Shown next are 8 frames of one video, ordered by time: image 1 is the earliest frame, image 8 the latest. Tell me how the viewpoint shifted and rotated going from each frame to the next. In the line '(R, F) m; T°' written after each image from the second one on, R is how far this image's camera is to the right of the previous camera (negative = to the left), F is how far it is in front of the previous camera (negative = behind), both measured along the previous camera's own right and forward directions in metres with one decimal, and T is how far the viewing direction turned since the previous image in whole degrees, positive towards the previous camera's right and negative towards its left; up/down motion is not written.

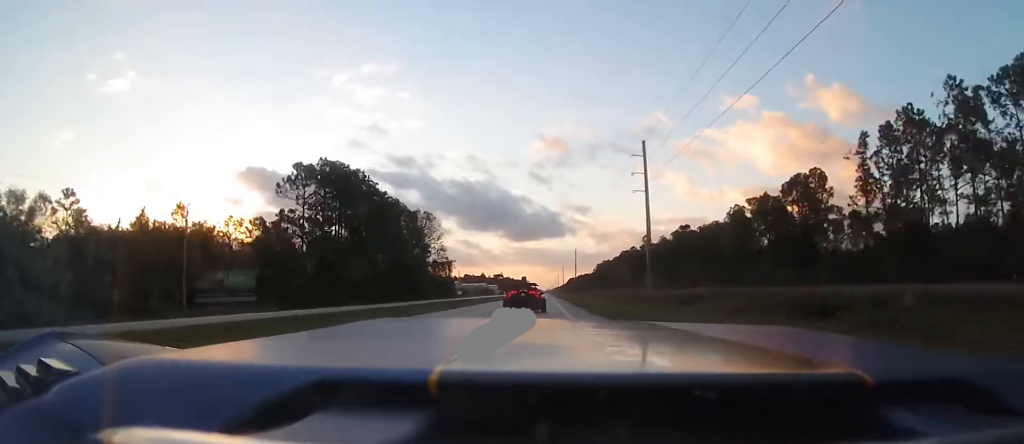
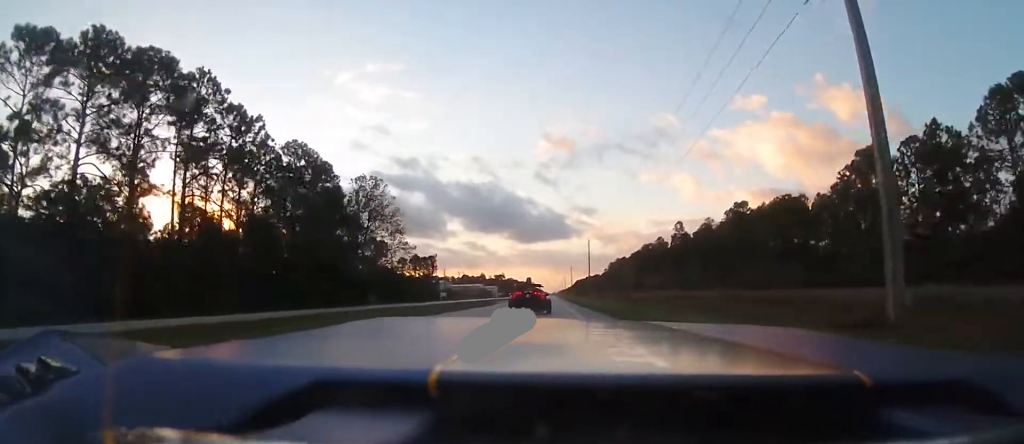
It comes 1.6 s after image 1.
(-0.1, +49.8) m; 0°
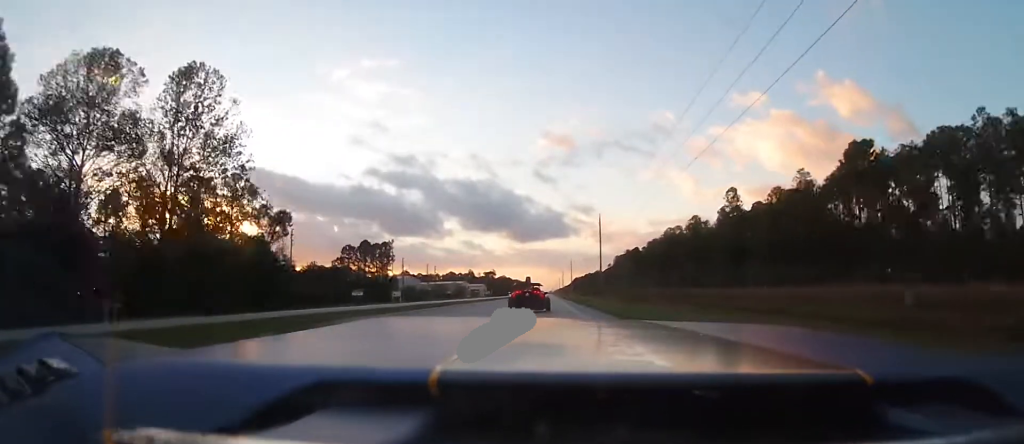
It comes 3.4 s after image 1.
(-0.6, +55.4) m; -2°
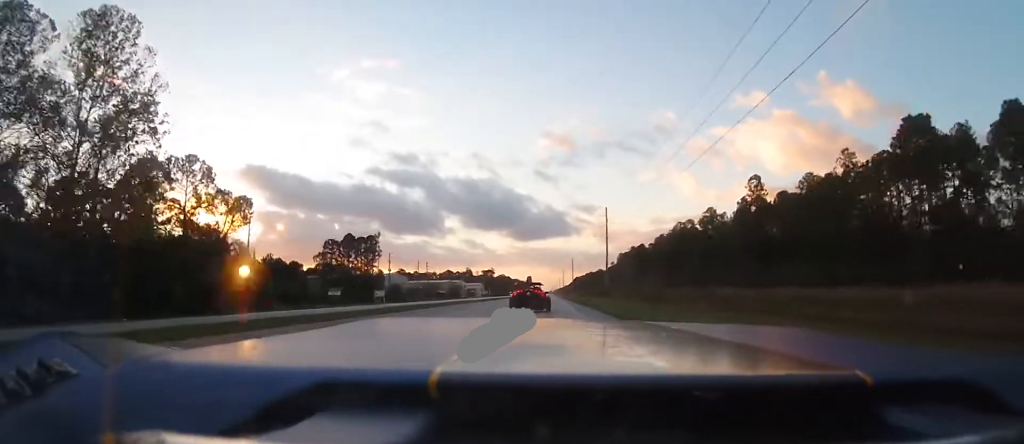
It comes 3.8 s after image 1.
(0.0, +13.6) m; 0°
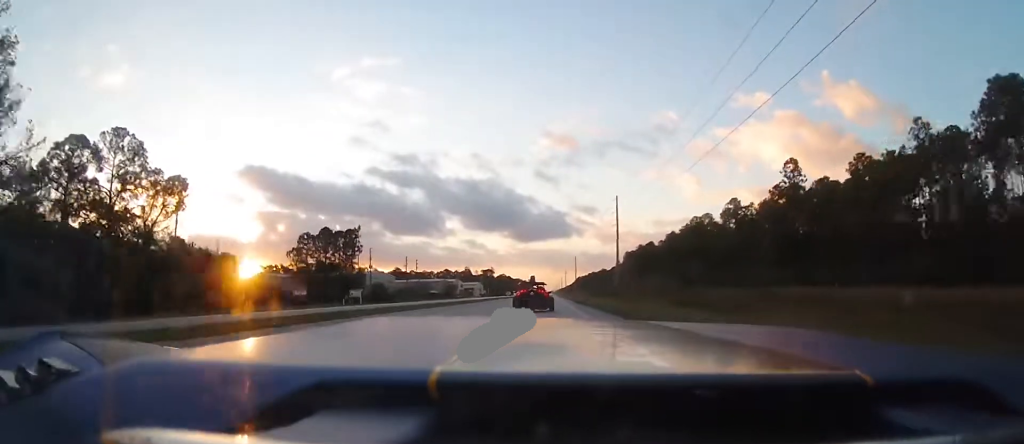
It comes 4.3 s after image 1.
(-0.2, +16.8) m; +1°
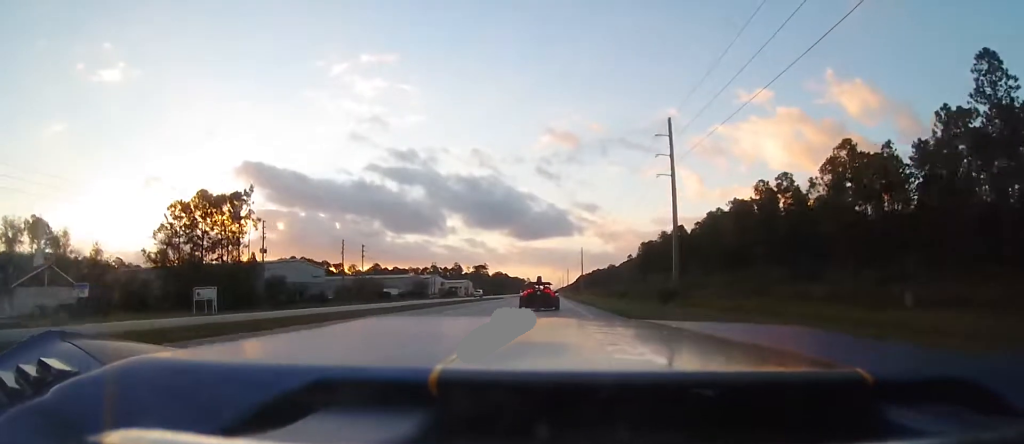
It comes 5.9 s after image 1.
(+0.8, +49.4) m; 0°
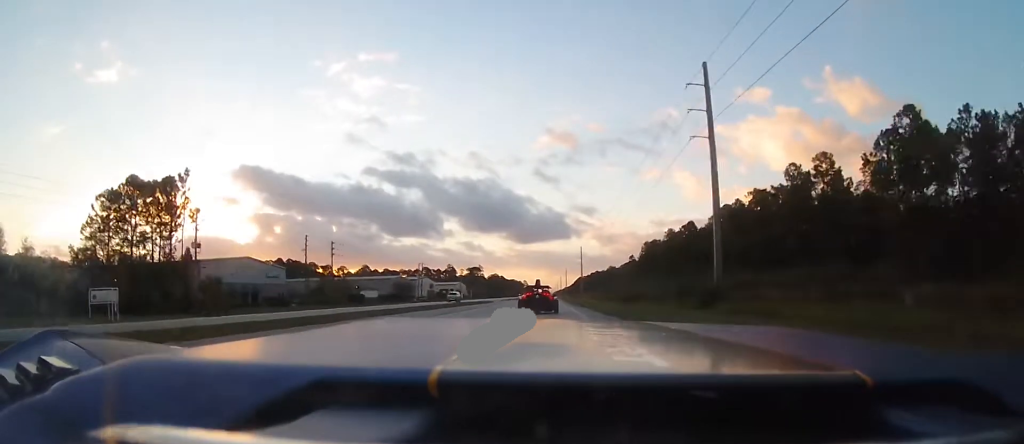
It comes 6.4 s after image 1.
(-0.1, +15.7) m; 0°
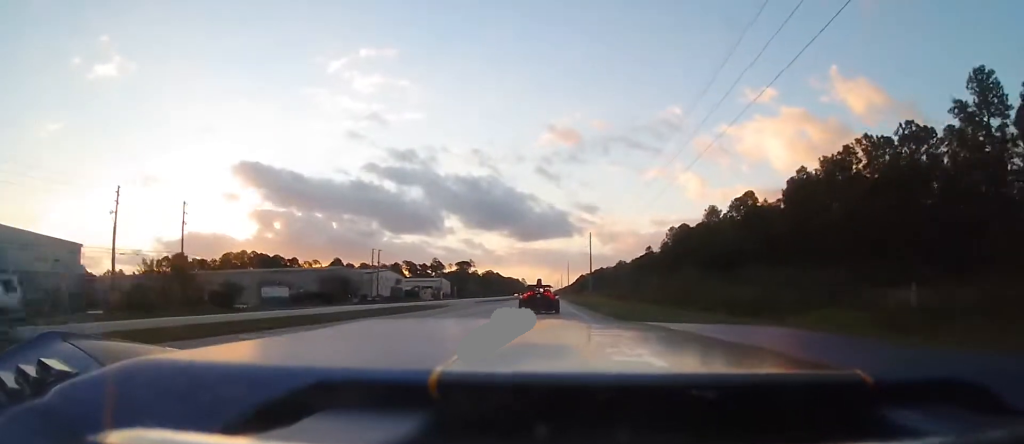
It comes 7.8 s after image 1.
(0.0, +45.4) m; 0°
